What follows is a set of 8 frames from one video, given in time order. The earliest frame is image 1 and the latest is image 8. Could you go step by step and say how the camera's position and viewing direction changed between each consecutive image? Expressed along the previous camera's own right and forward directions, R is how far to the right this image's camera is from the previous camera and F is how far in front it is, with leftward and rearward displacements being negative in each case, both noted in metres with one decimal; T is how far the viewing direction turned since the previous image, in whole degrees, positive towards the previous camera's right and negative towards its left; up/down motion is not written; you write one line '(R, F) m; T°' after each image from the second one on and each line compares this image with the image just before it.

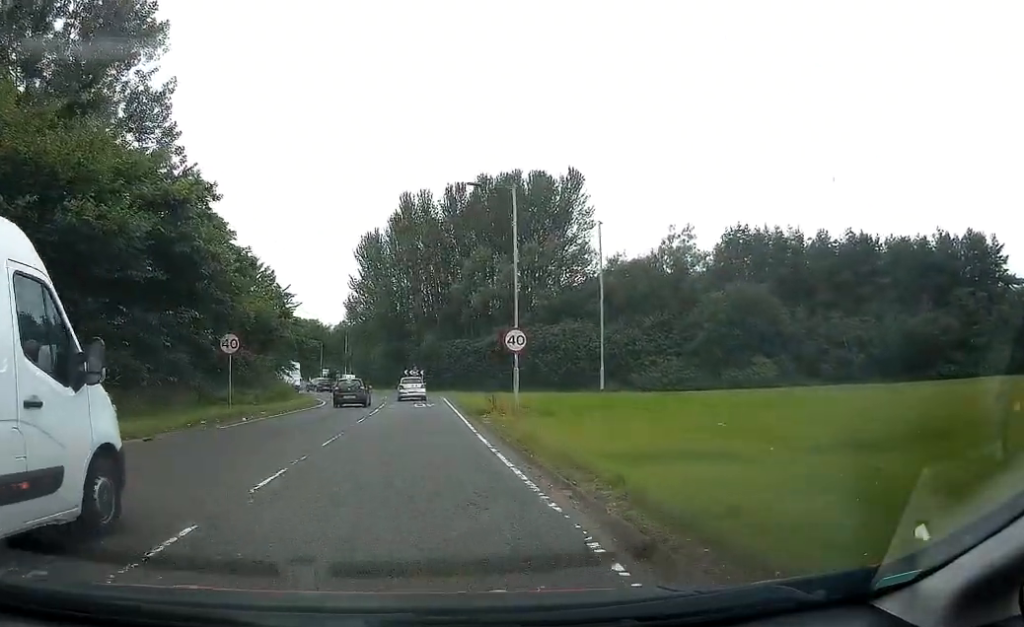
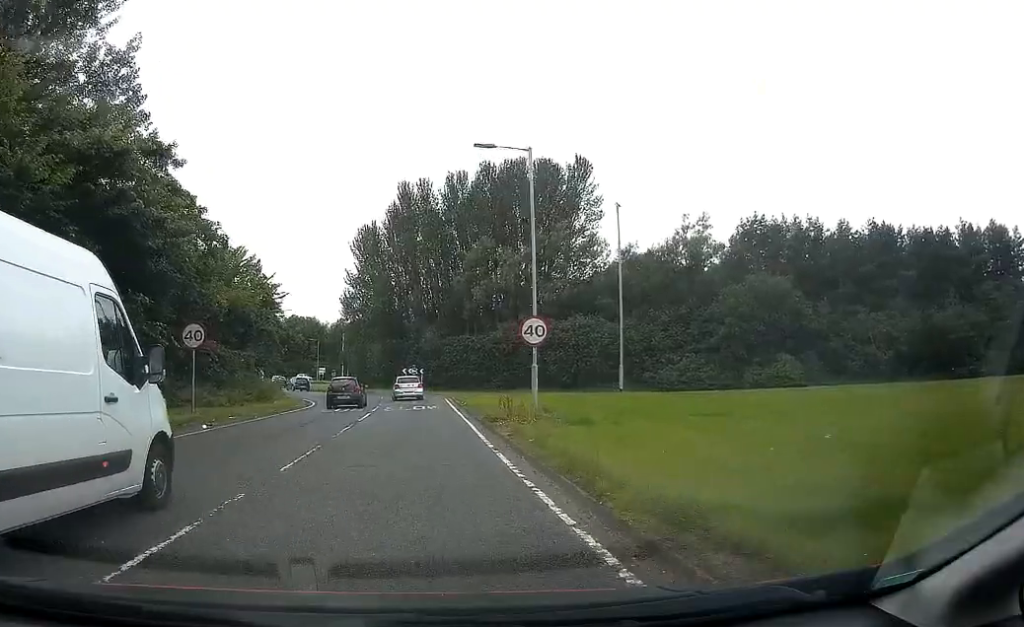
(0.0, +4.3) m; 0°
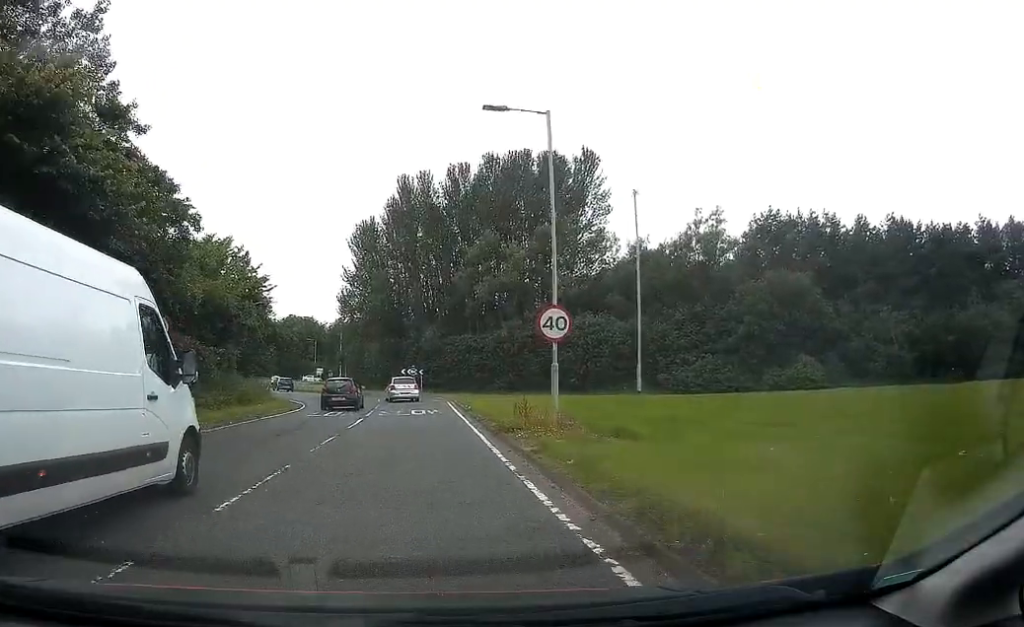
(+0.1, +3.1) m; -1°
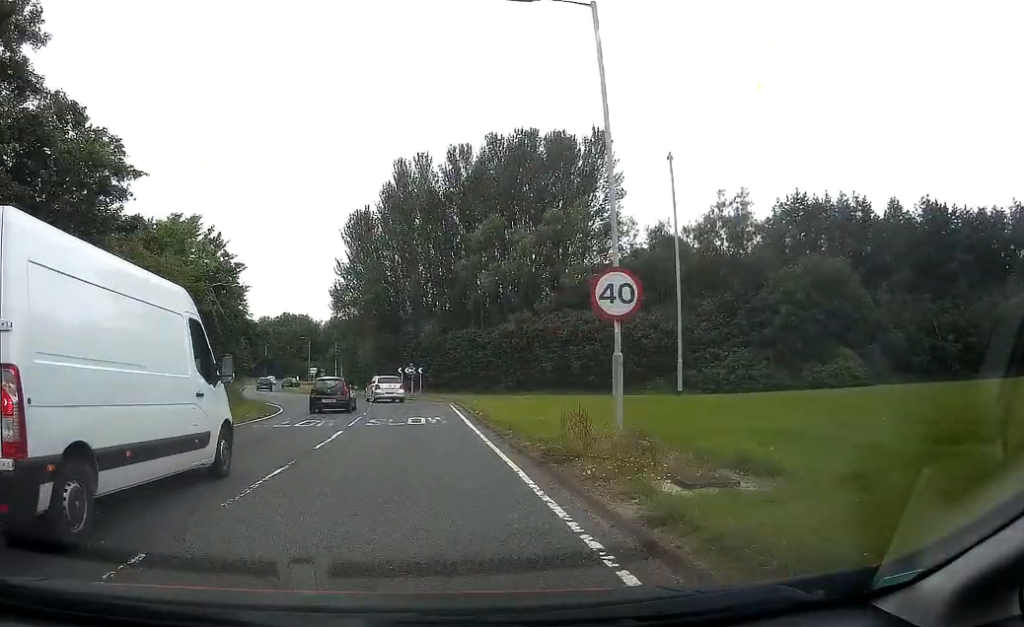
(0.0, +5.6) m; -2°
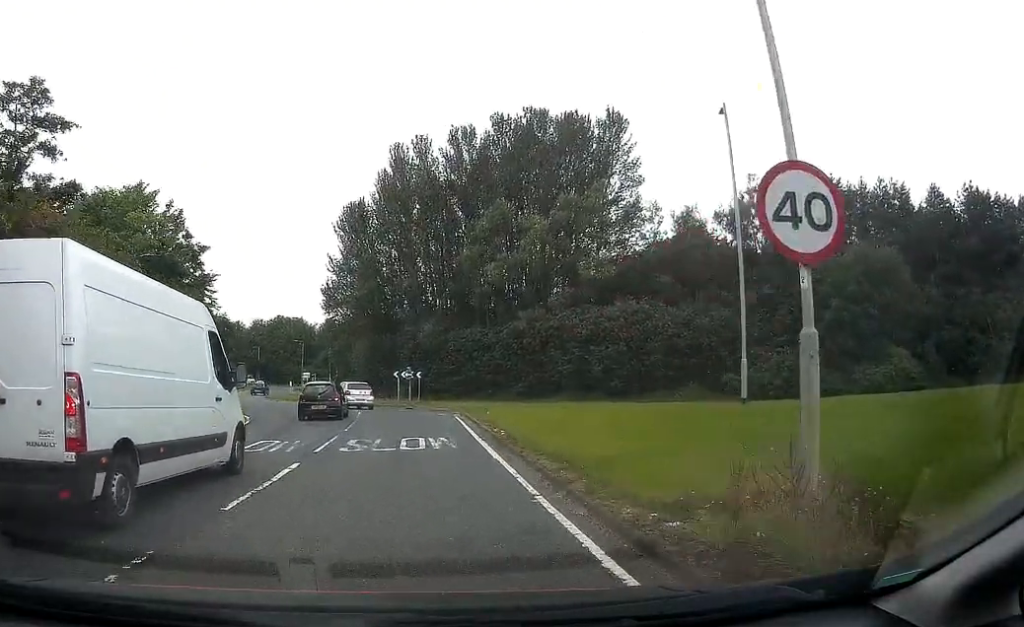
(-0.3, +6.1) m; -2°
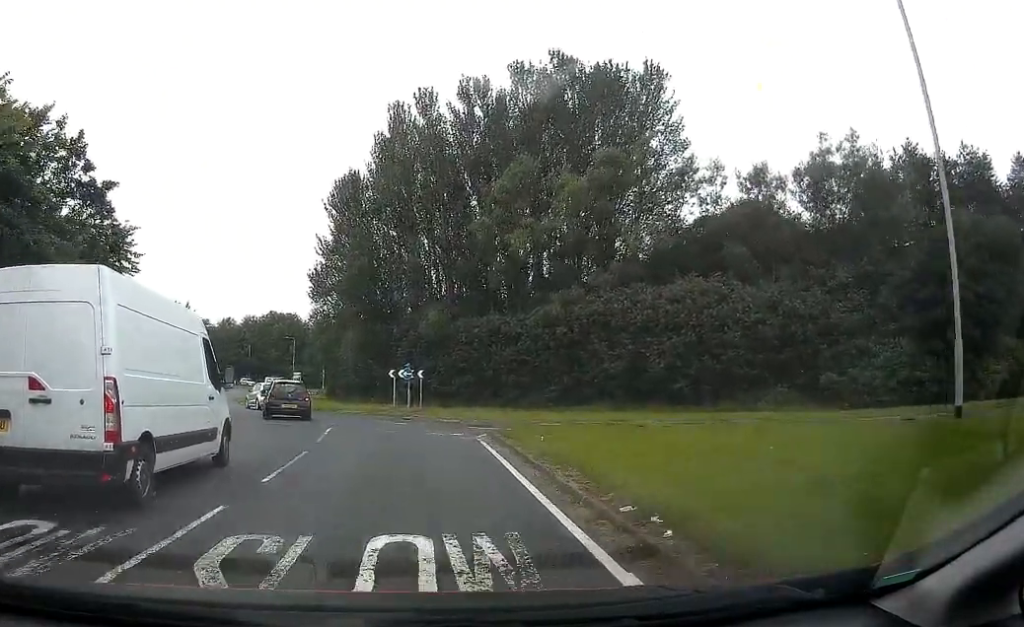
(+0.3, +10.6) m; +2°
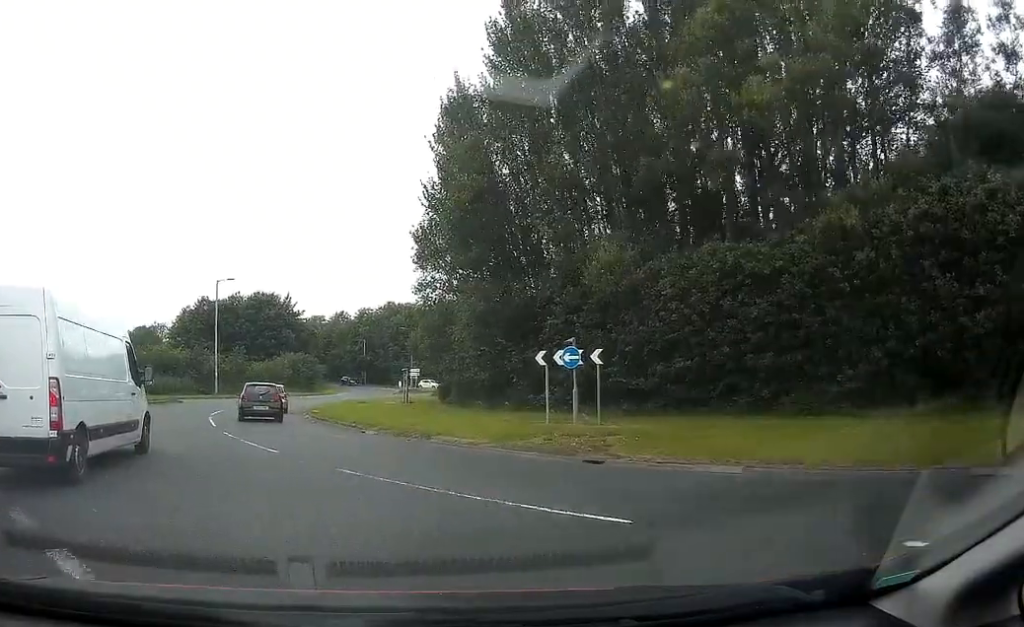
(-1.3, +18.2) m; -10°
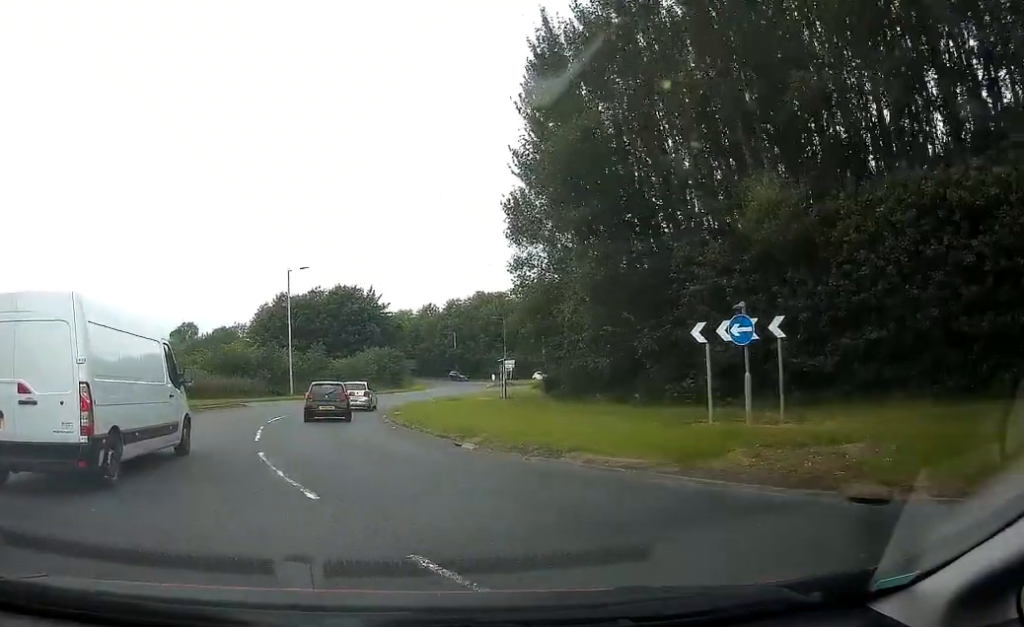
(-0.2, +6.1) m; -3°
